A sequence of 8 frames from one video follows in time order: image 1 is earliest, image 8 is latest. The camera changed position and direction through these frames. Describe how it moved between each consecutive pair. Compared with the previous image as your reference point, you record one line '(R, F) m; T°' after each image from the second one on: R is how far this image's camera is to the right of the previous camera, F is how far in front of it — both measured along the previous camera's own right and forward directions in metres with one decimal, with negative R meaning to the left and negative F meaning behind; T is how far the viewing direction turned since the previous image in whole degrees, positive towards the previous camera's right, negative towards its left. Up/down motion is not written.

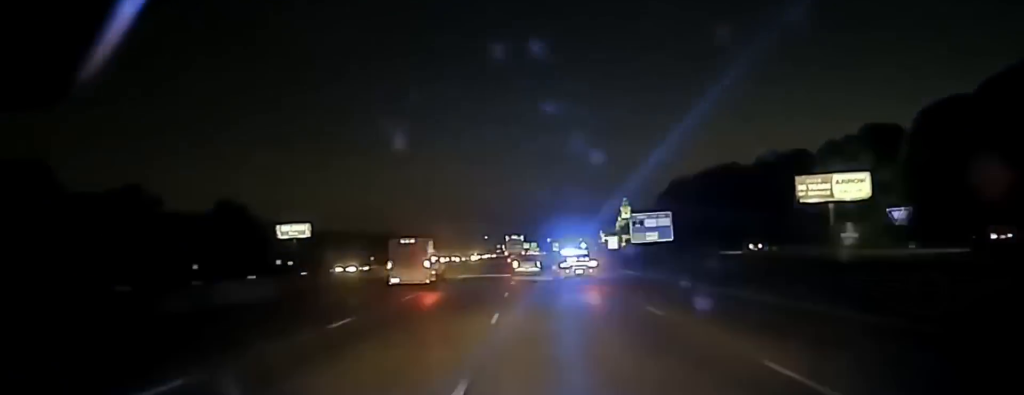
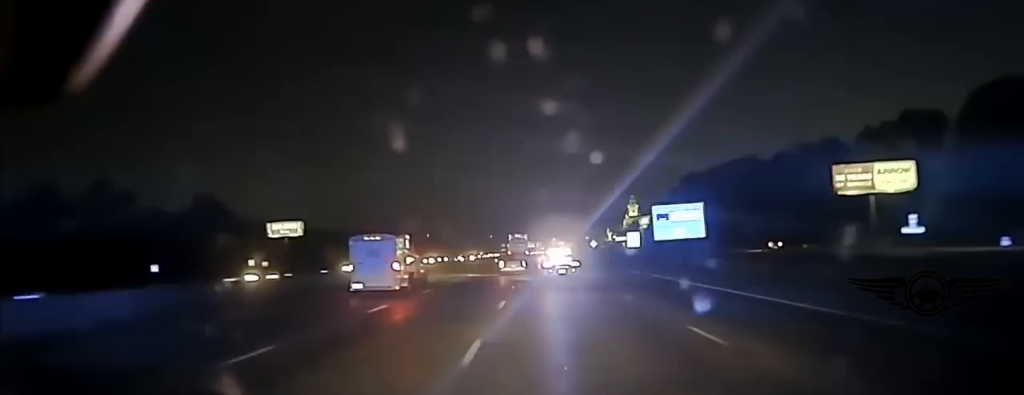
(+0.1, +18.7) m; -1°
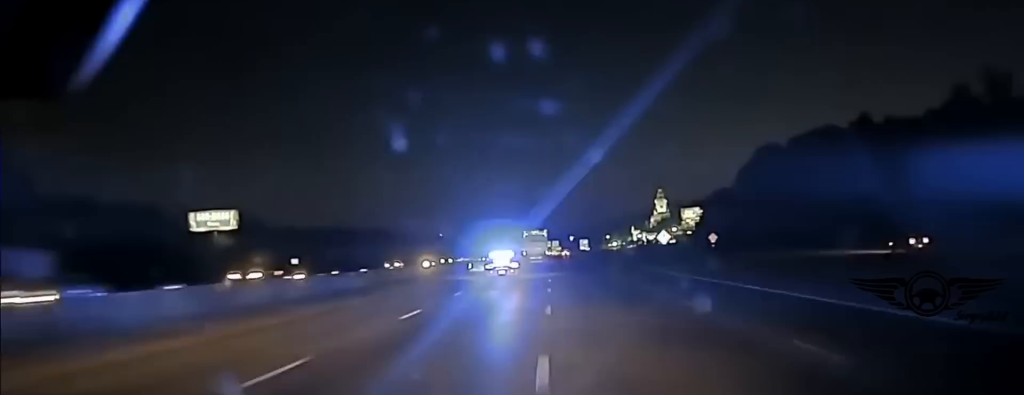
(-1.3, +87.4) m; -1°
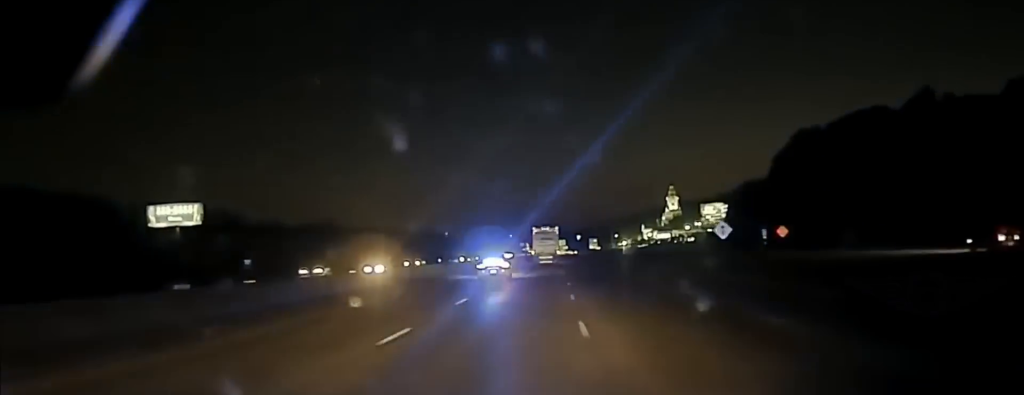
(-0.1, +29.9) m; 0°
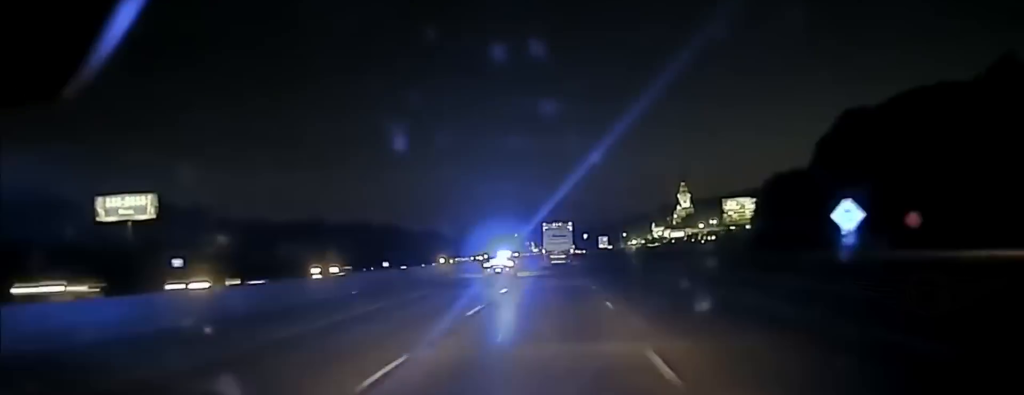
(0.0, +30.4) m; 0°
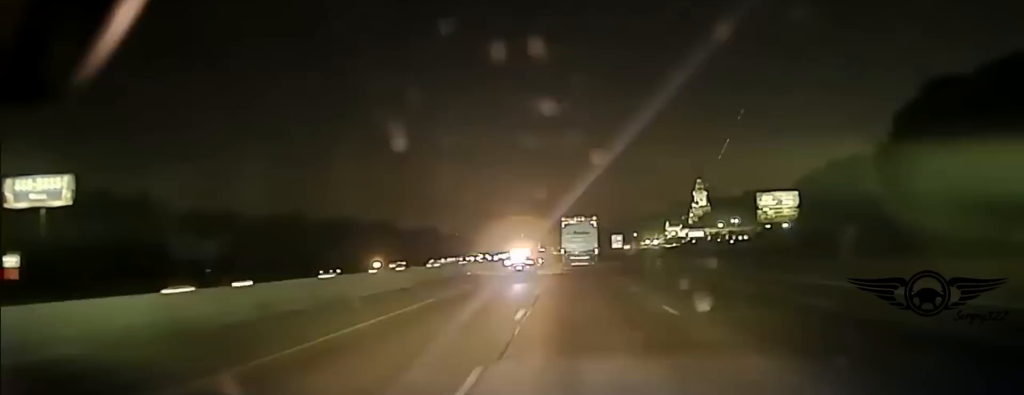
(0.0, +35.8) m; -1°
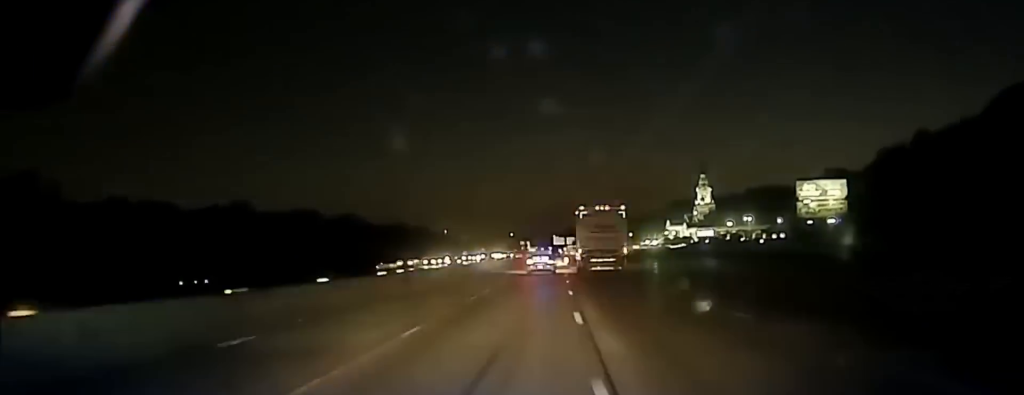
(-0.6, +51.7) m; 0°
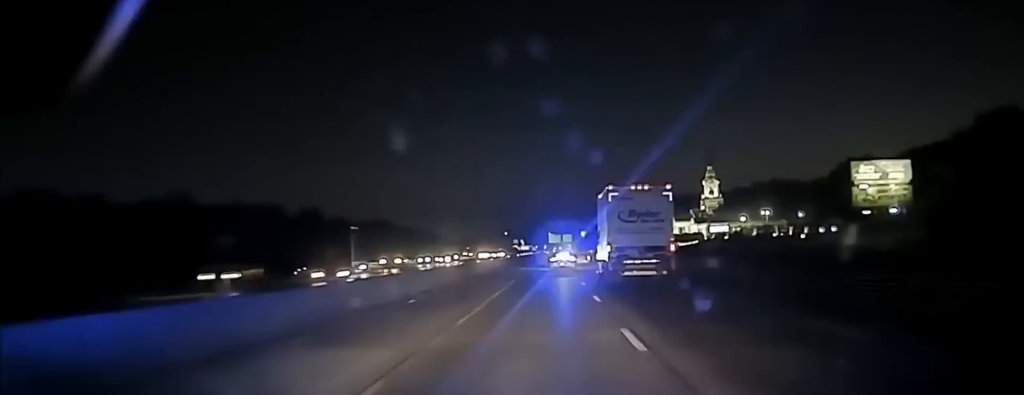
(+0.4, +42.0) m; +1°
